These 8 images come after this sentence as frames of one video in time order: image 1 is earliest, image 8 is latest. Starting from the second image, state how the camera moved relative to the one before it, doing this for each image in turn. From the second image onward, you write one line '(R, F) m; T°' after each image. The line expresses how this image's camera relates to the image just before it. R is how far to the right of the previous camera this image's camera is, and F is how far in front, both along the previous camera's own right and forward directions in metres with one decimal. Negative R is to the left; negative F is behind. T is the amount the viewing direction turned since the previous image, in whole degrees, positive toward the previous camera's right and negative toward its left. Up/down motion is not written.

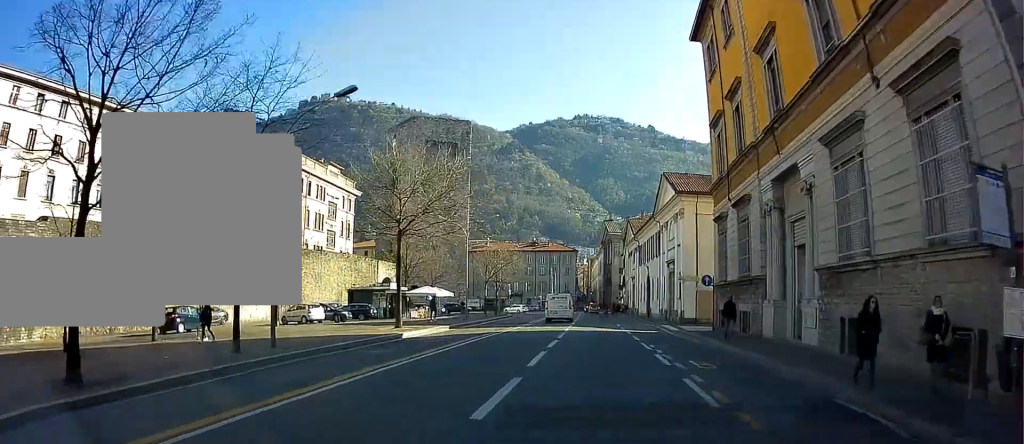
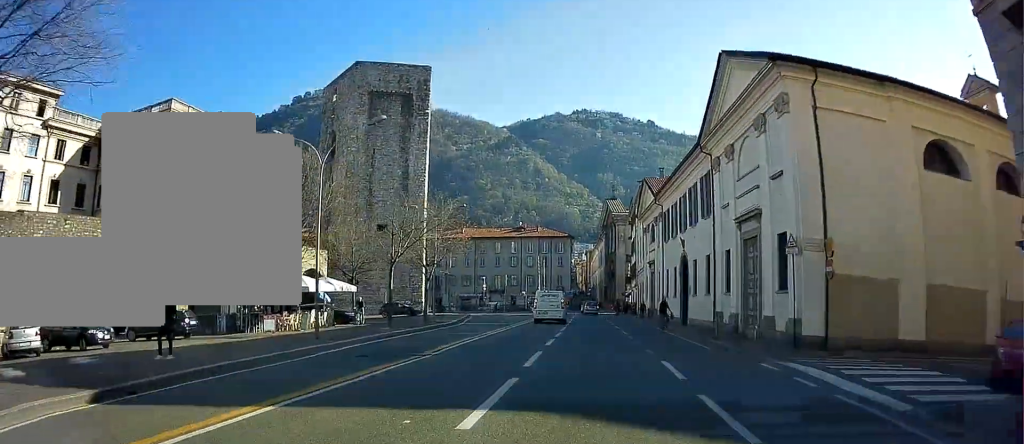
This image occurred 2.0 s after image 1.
(+0.3, +25.4) m; +3°
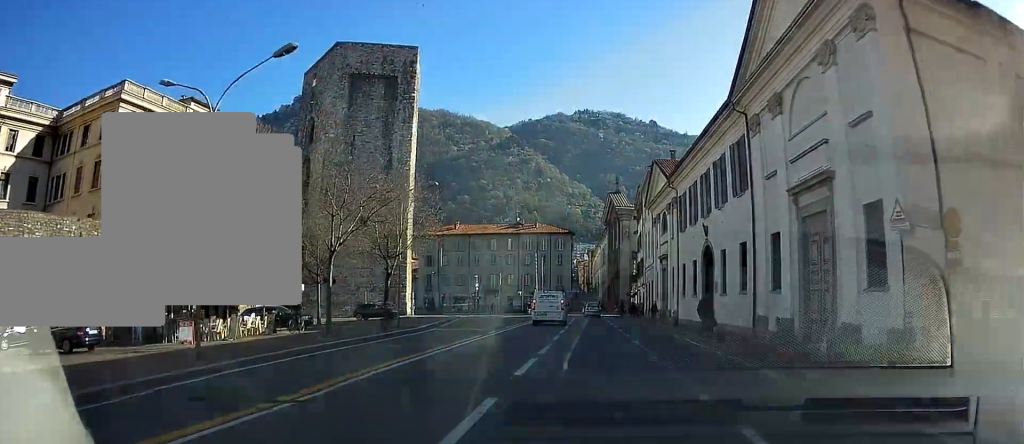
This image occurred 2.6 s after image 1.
(0.0, +7.2) m; 0°
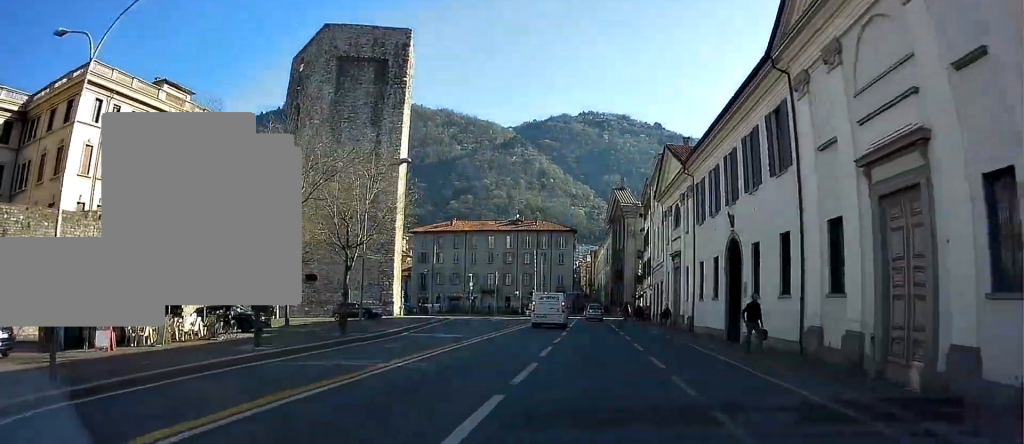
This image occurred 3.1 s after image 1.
(0.0, +5.2) m; 0°
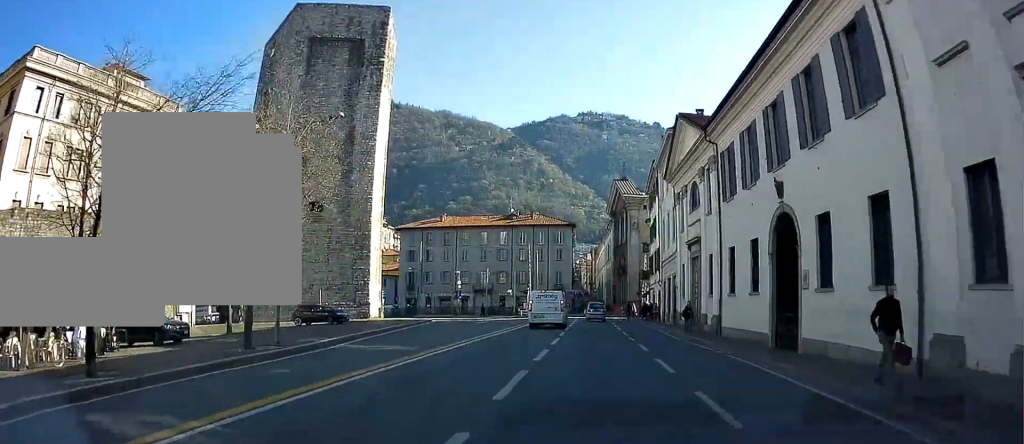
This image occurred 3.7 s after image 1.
(-0.1, +7.0) m; -1°
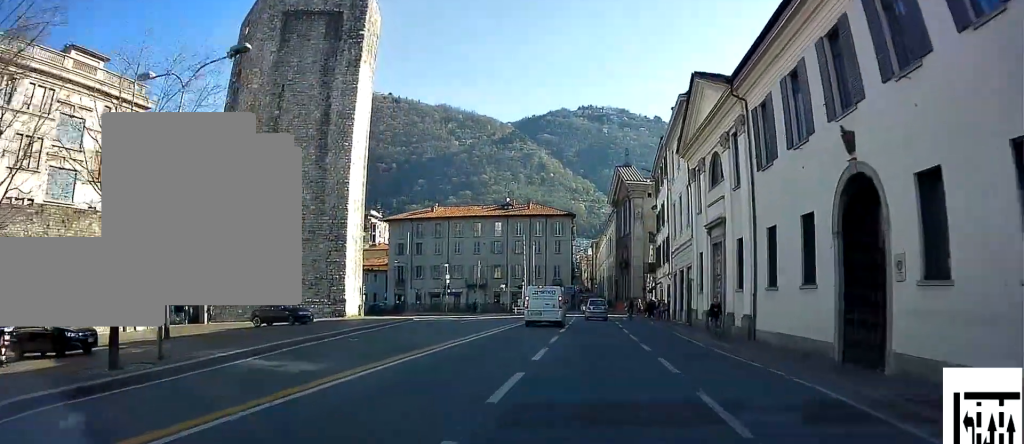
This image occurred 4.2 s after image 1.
(-0.1, +5.8) m; -1°
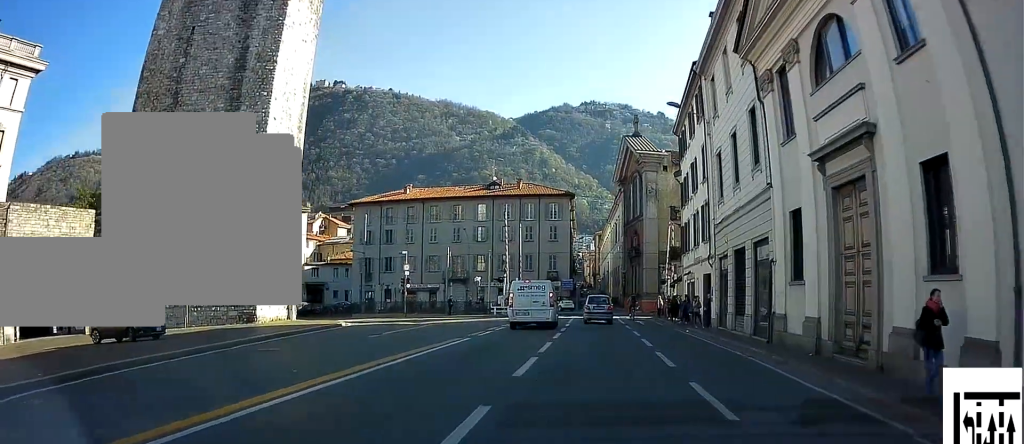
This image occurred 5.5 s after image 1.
(+0.1, +14.3) m; +1°
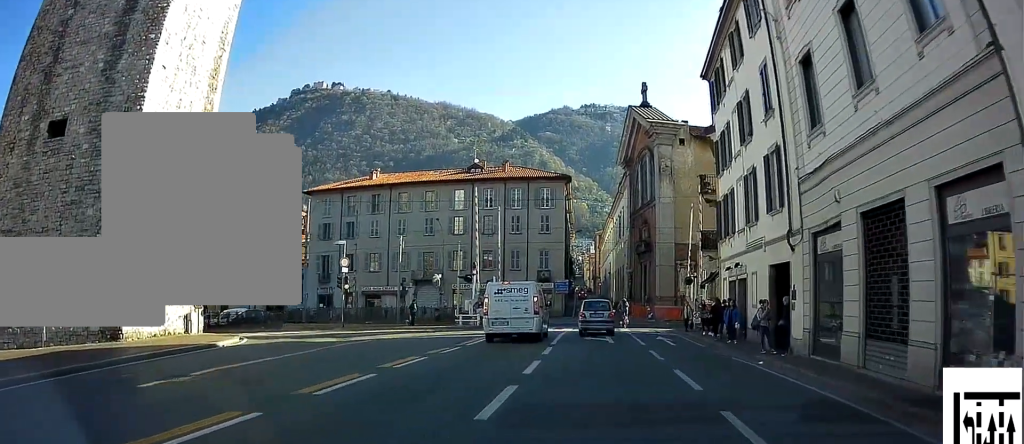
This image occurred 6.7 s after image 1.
(-0.1, +12.1) m; -1°
